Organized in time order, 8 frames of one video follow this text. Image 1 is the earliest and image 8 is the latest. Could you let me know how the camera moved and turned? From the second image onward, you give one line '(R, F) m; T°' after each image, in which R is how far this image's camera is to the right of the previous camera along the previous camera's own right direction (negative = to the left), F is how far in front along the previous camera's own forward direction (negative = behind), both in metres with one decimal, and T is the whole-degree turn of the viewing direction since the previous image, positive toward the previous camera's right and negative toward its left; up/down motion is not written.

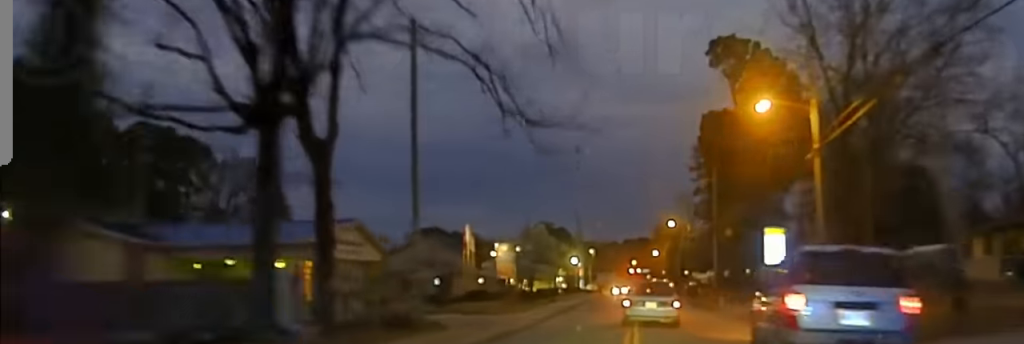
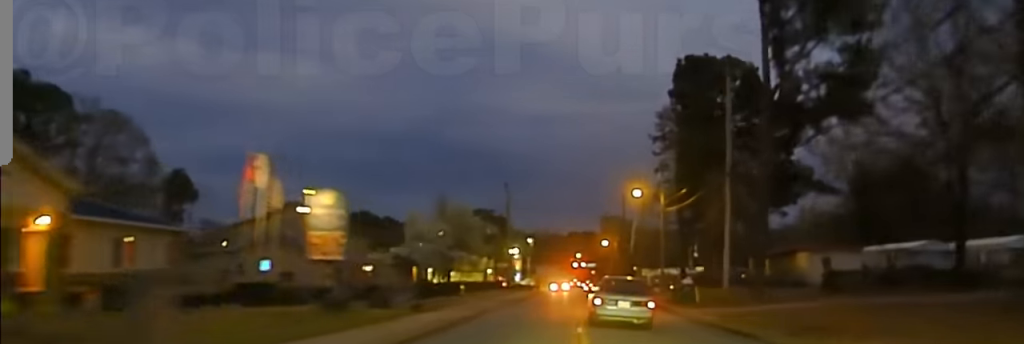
(-0.4, +29.8) m; 0°
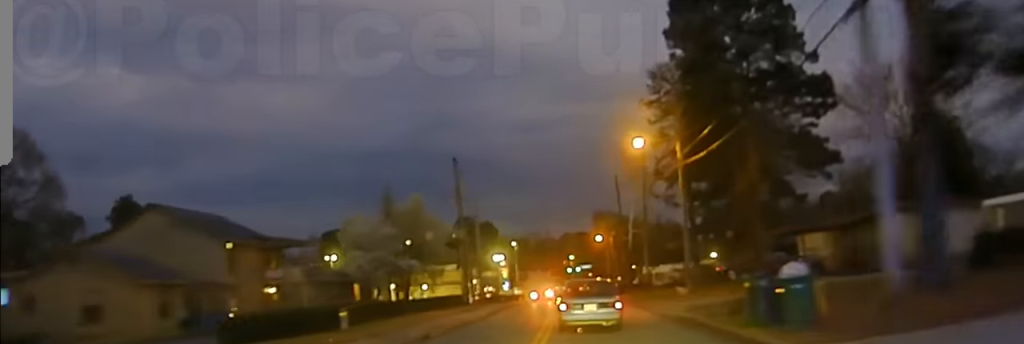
(+0.5, +24.5) m; +1°
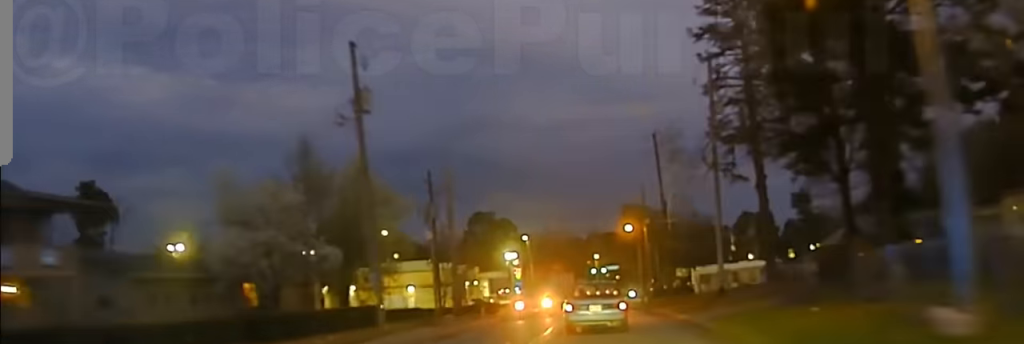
(+0.1, +30.5) m; 0°
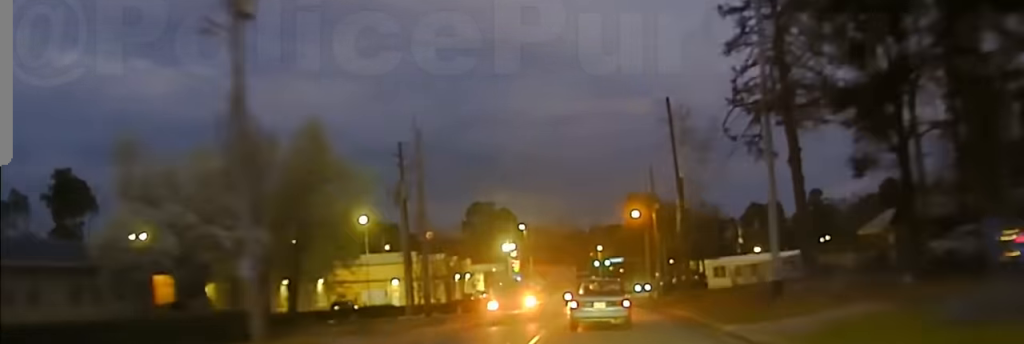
(0.0, +11.0) m; 0°
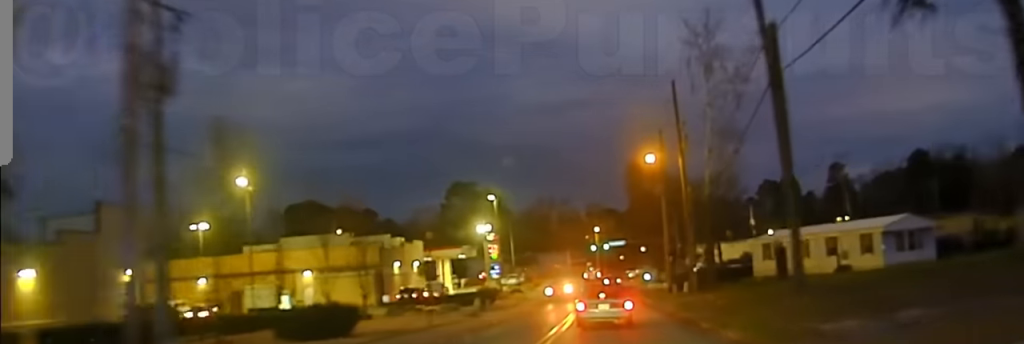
(0.0, +33.7) m; -1°
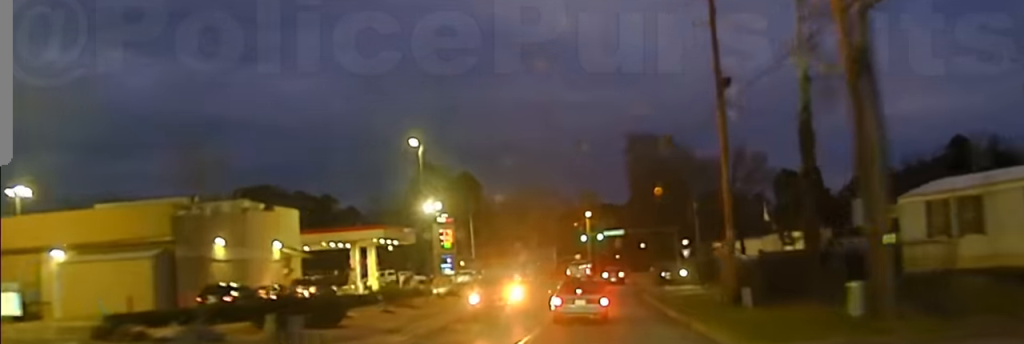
(-0.5, +39.4) m; -1°
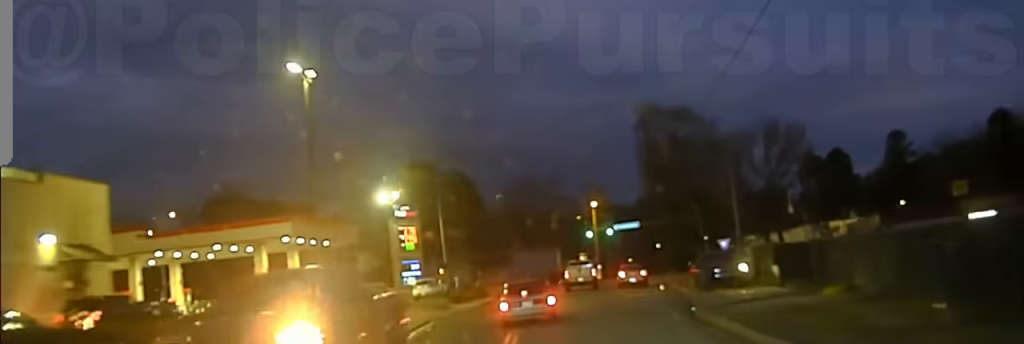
(+0.1, +29.7) m; -1°
